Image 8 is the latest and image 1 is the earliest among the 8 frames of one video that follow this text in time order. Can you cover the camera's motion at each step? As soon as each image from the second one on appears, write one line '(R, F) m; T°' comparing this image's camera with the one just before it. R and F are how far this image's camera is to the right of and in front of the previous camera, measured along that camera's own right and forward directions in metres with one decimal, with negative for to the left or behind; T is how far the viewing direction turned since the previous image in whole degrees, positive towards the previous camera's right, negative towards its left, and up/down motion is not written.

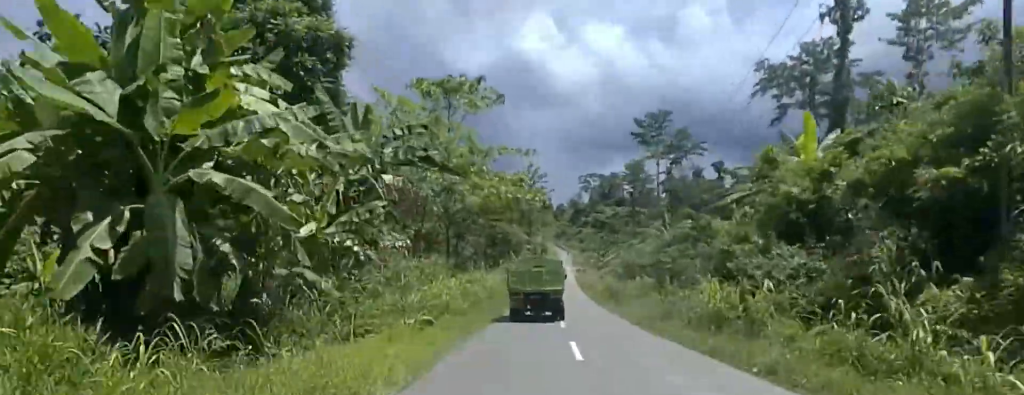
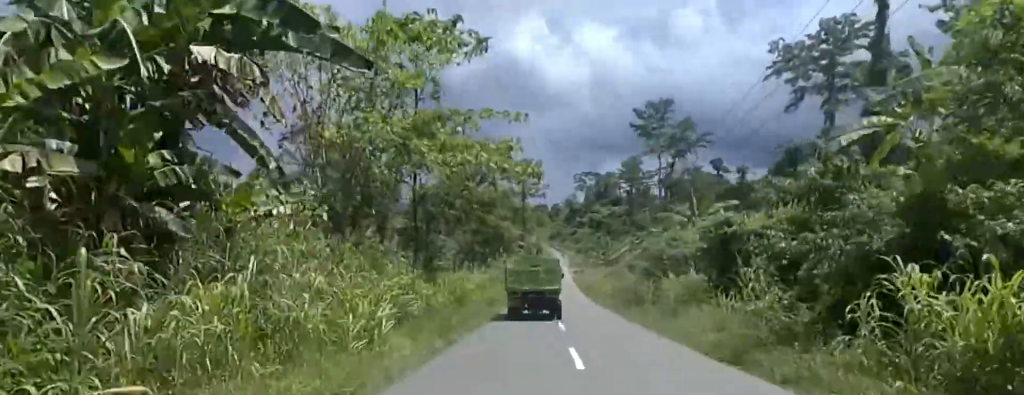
(-1.1, +9.9) m; 0°
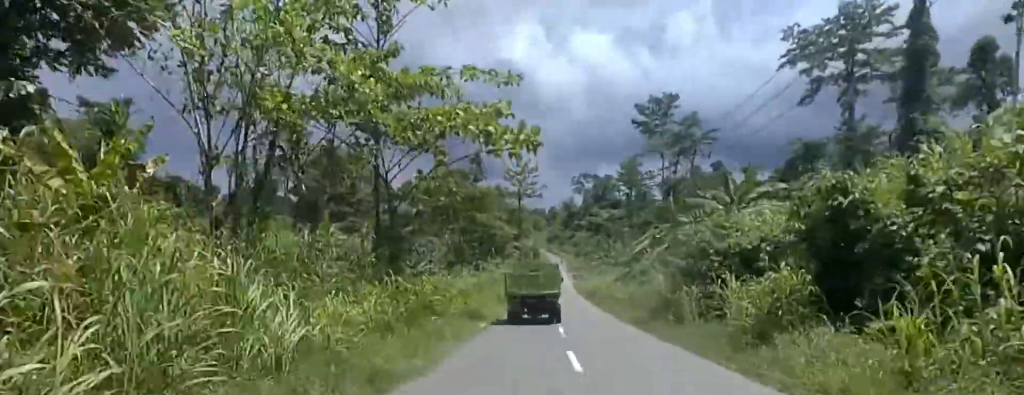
(+0.2, +7.5) m; 0°
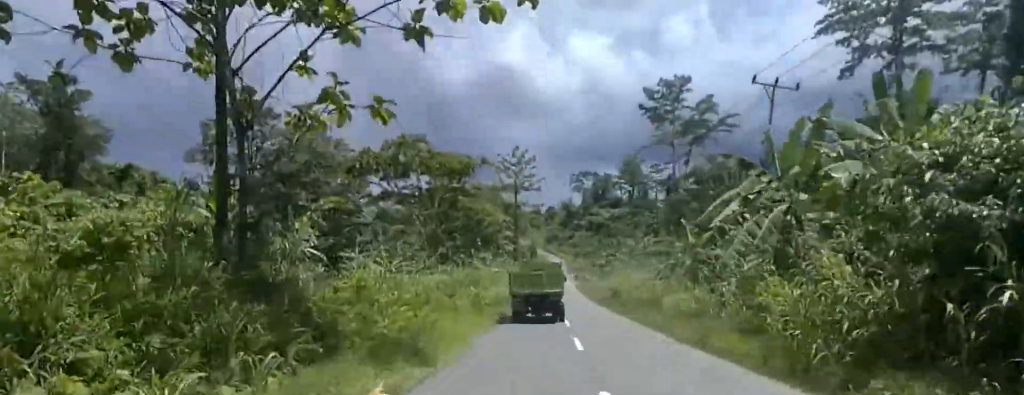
(+0.6, +13.2) m; -1°
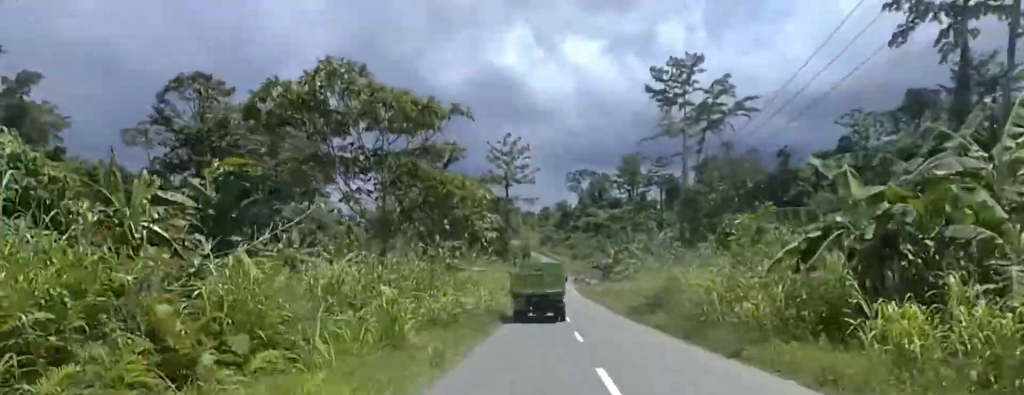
(-0.9, +13.7) m; -1°
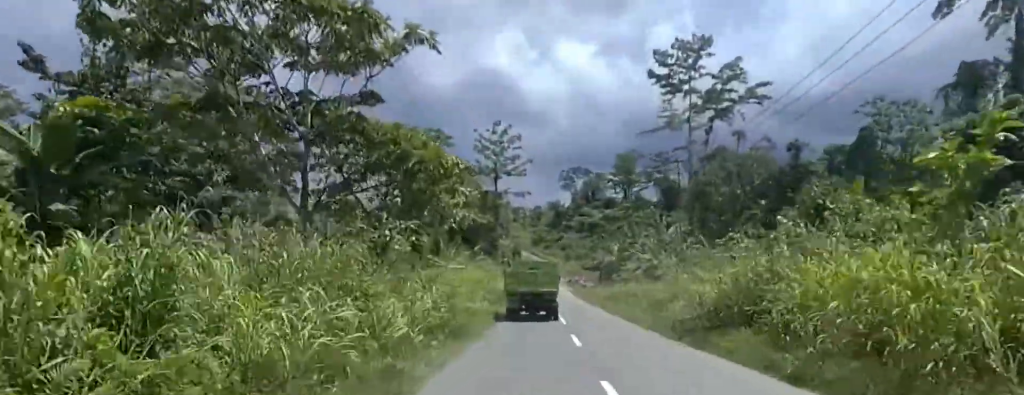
(+0.5, +9.3) m; +3°
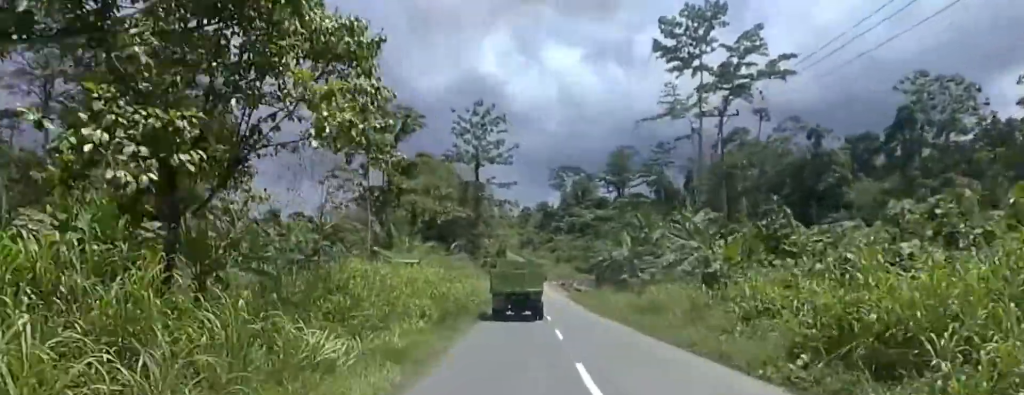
(+0.1, +13.8) m; +1°
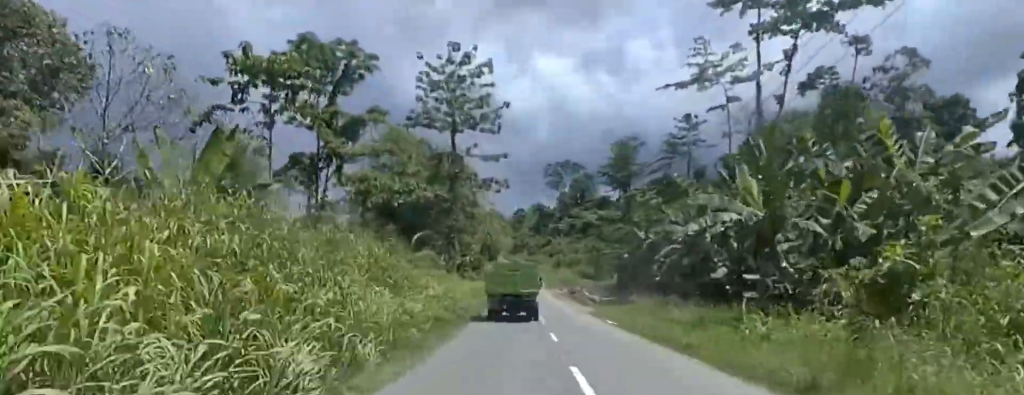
(0.0, +24.0) m; 0°
